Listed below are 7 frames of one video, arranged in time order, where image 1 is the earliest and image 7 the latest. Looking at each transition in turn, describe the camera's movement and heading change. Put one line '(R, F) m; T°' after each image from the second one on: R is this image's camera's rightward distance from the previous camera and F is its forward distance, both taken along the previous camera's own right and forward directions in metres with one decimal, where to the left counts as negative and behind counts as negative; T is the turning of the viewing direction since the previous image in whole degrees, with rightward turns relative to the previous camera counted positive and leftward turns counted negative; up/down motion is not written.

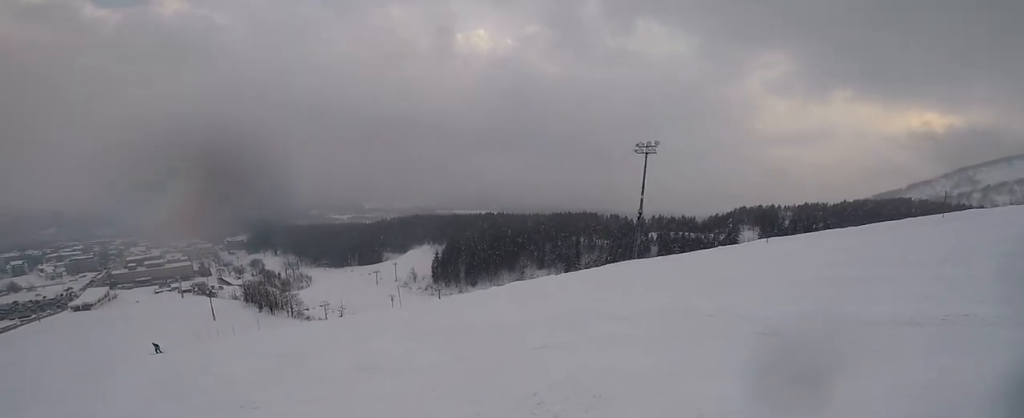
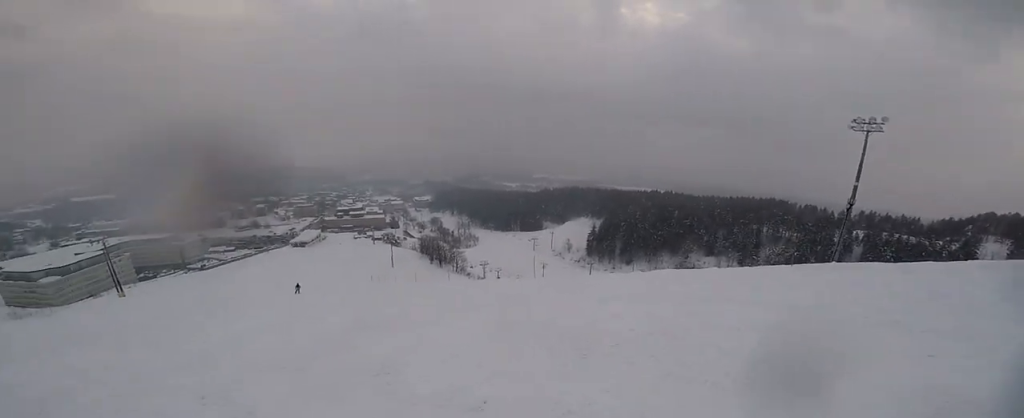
(-0.1, +3.4) m; -19°
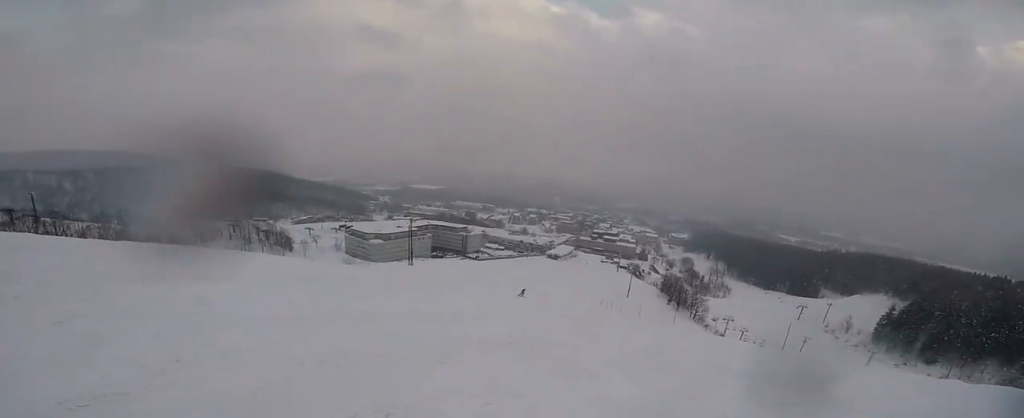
(-0.9, +3.5) m; -23°
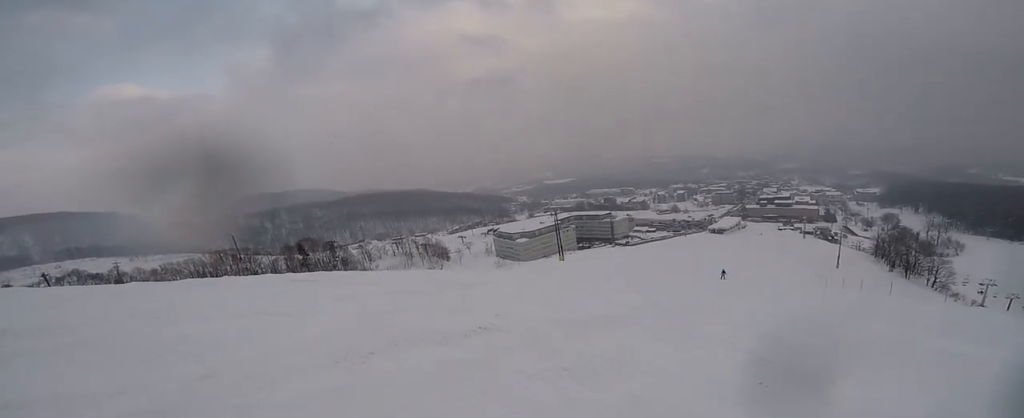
(-9.7, +9.6) m; -59°
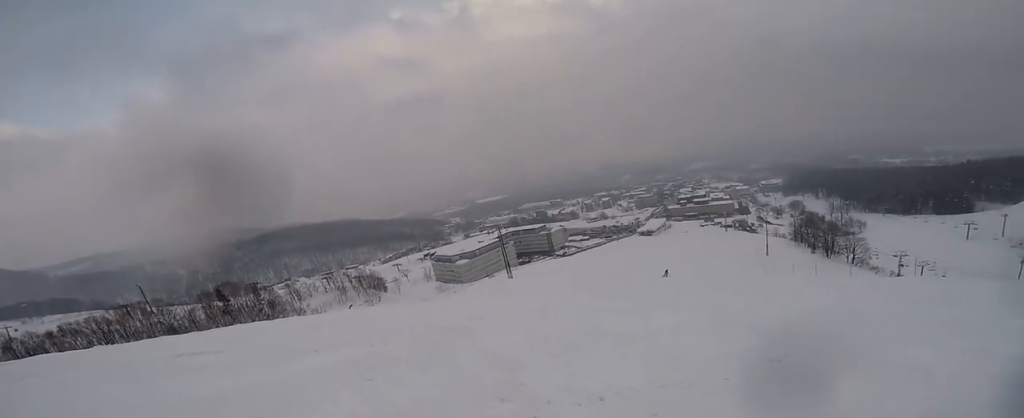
(-0.6, +5.0) m; +12°
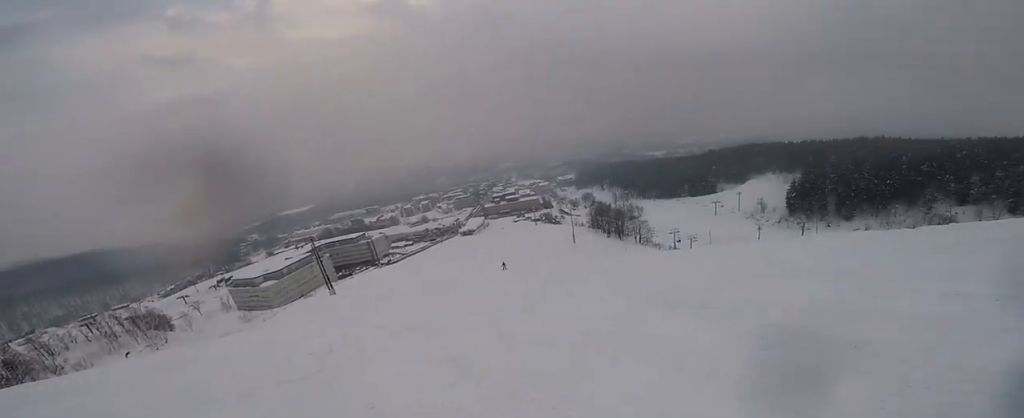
(+0.1, +3.2) m; +28°
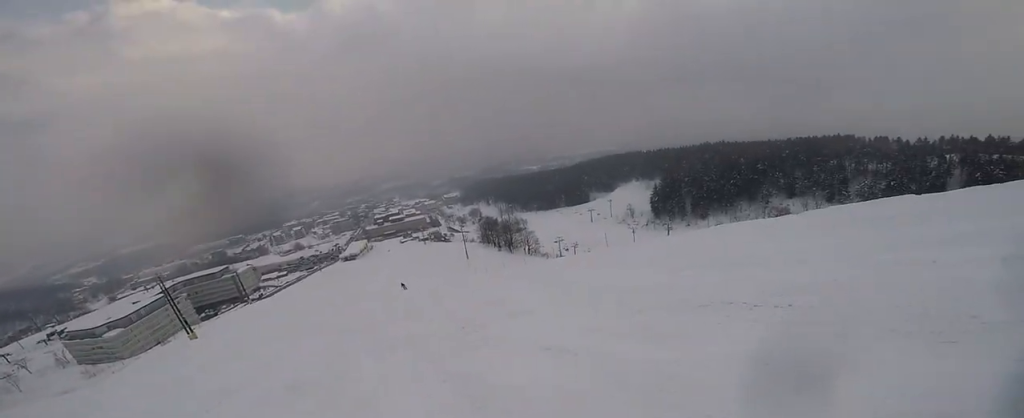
(+1.3, +2.6) m; +19°
